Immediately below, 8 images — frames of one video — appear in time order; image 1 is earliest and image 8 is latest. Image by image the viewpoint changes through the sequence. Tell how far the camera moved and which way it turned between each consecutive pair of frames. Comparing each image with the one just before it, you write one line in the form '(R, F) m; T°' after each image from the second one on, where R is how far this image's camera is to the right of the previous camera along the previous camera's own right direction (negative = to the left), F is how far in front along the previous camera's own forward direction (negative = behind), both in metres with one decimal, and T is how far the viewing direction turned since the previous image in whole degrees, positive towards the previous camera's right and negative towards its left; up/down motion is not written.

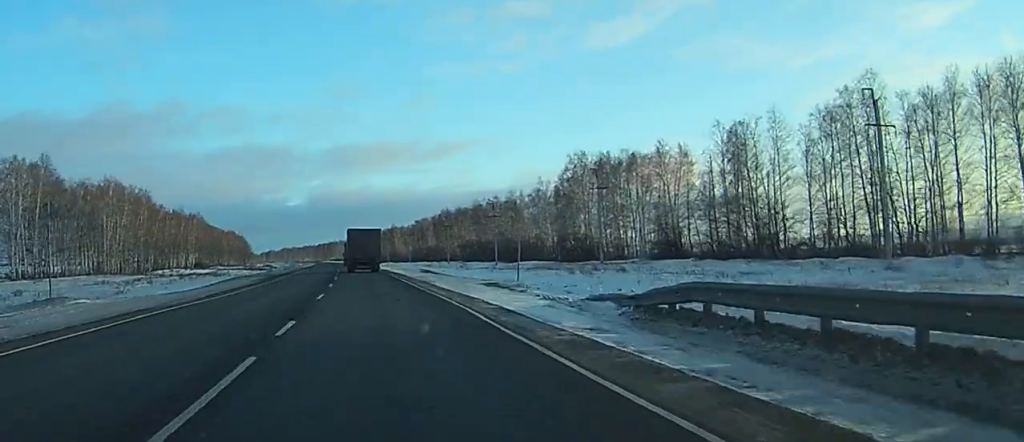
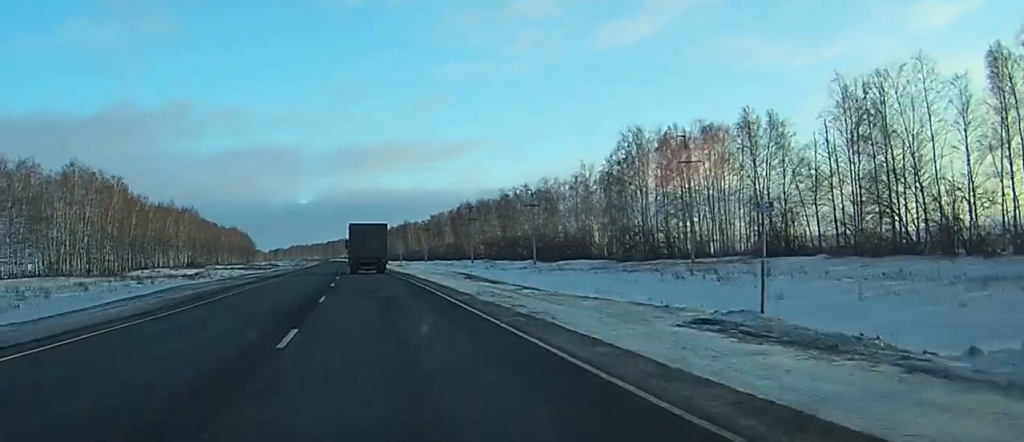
(-0.1, +25.8) m; 0°
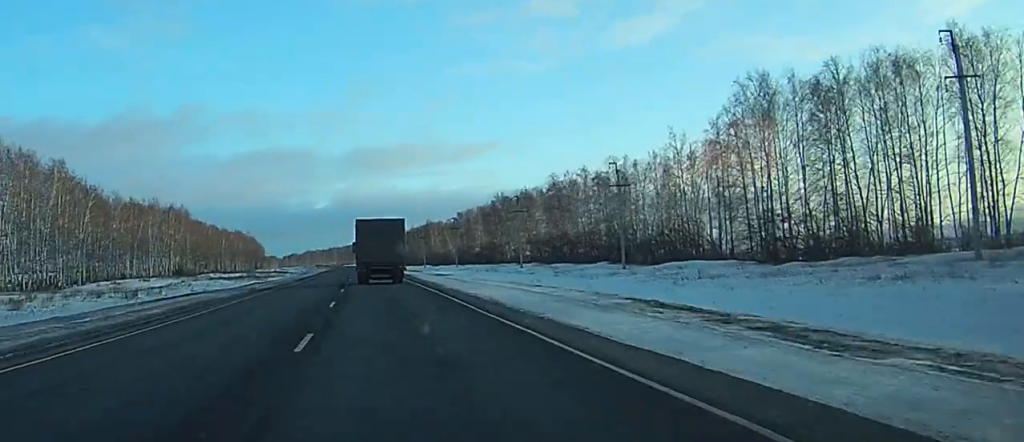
(-0.2, +36.1) m; -1°
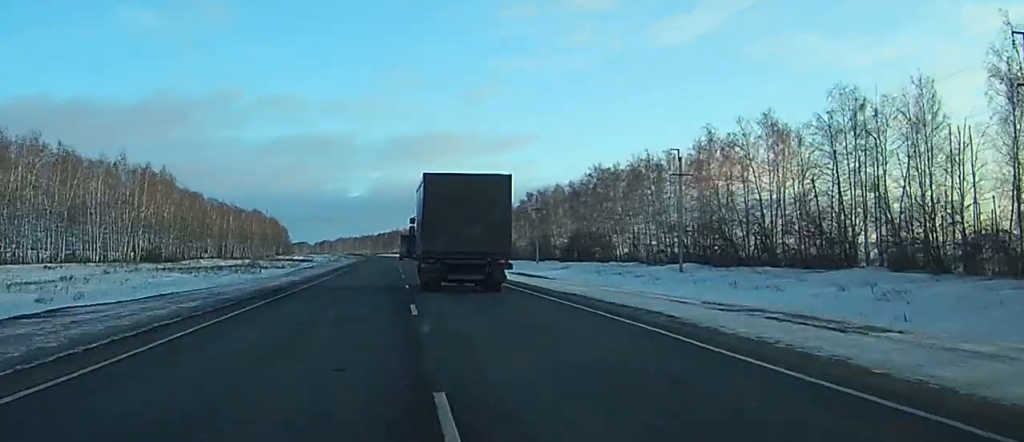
(-0.8, +55.5) m; -1°
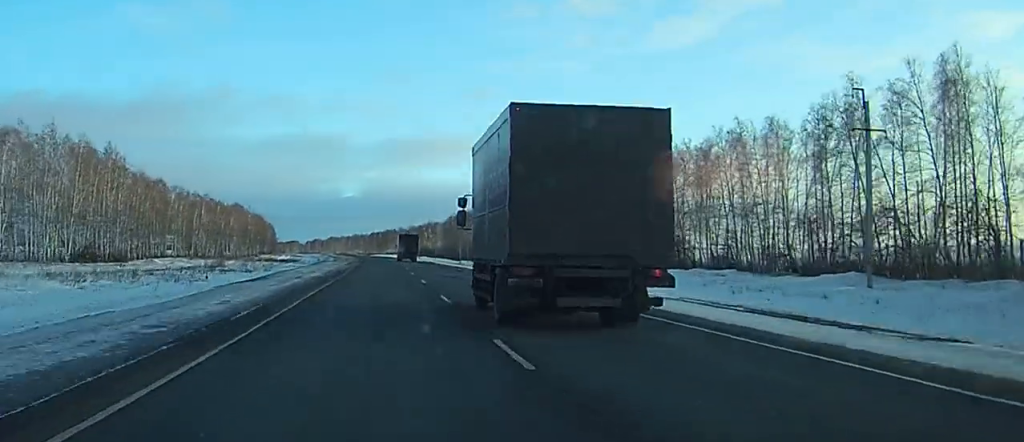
(-0.1, +31.9) m; 0°
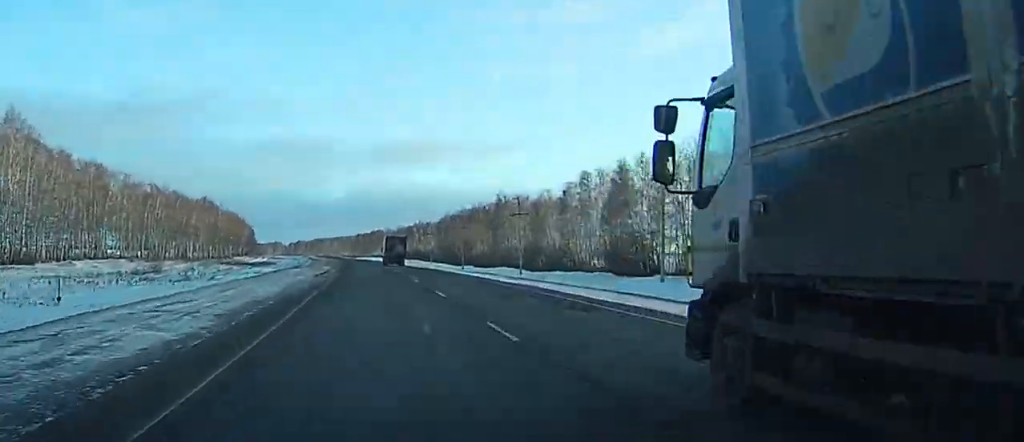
(-0.2, +33.0) m; 0°
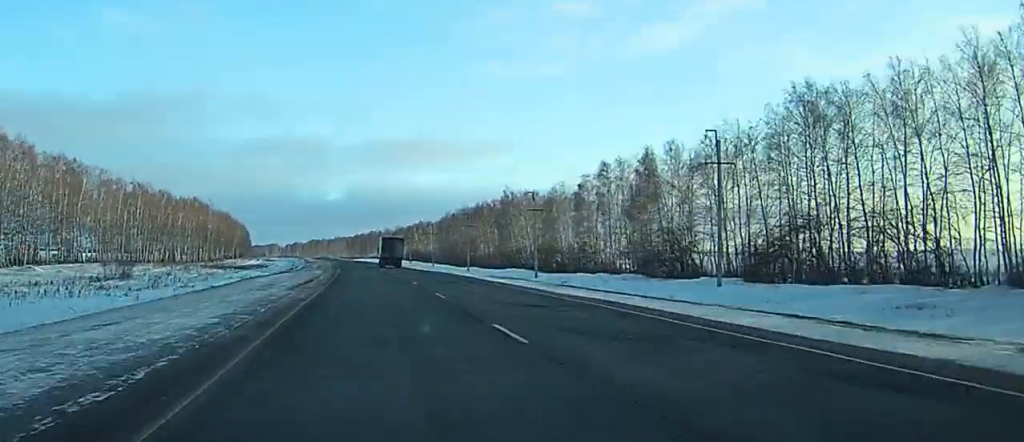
(-0.1, +12.4) m; 0°
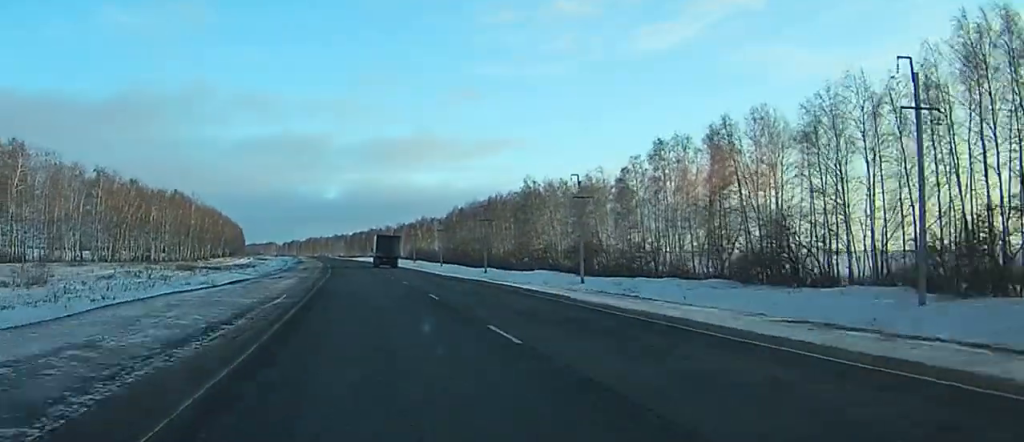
(+0.2, +23.8) m; +1°
